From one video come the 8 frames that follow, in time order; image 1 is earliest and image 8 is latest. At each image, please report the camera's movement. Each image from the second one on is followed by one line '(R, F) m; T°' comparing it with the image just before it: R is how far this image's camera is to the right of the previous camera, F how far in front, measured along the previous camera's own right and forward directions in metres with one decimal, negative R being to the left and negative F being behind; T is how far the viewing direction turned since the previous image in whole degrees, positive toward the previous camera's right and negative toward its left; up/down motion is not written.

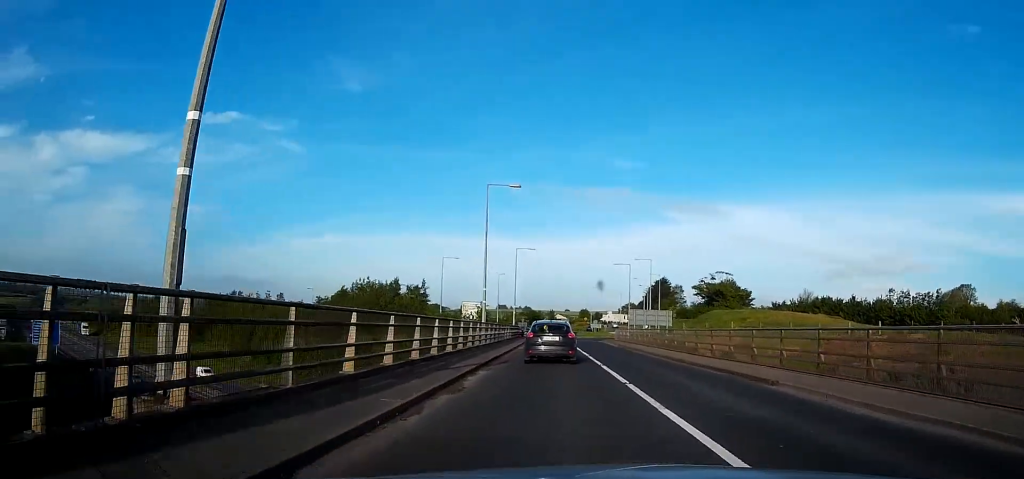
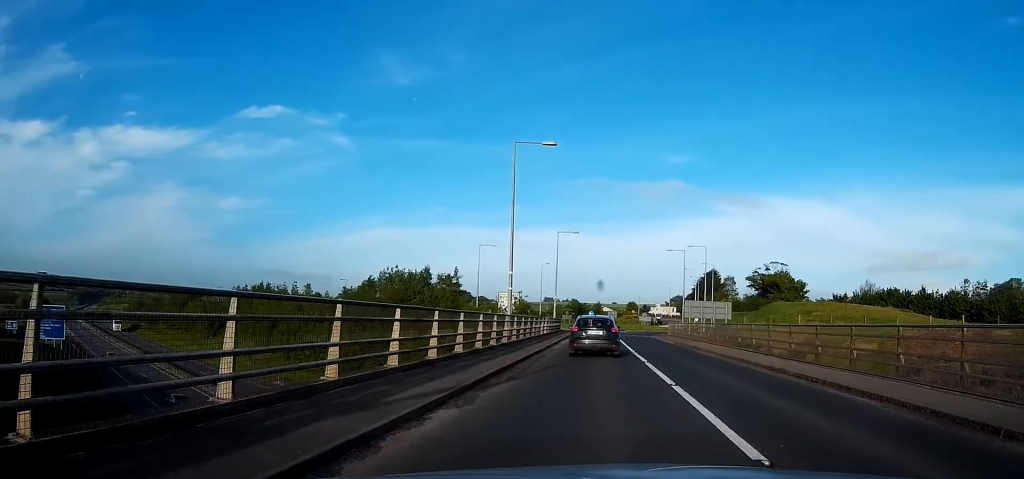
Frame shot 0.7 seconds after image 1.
(-0.5, +10.0) m; -4°
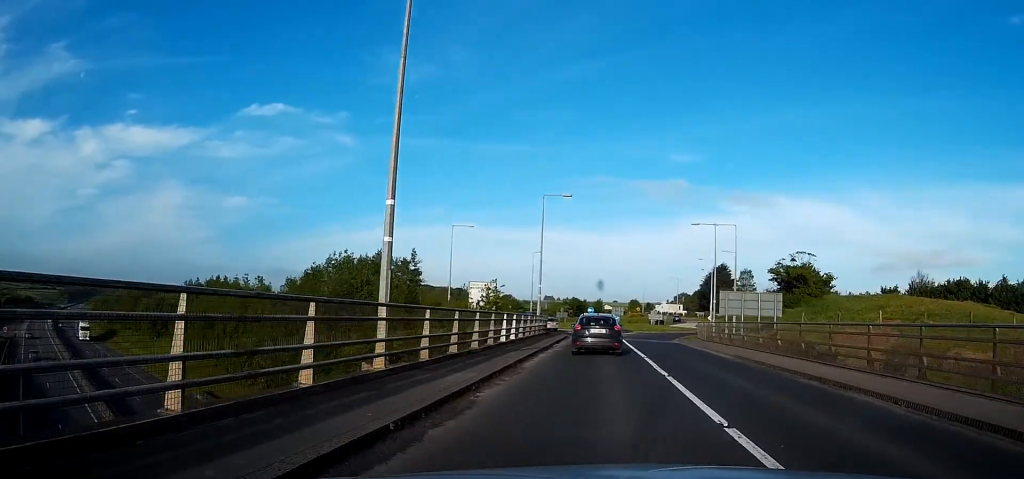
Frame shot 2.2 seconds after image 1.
(-1.0, +19.3) m; -4°
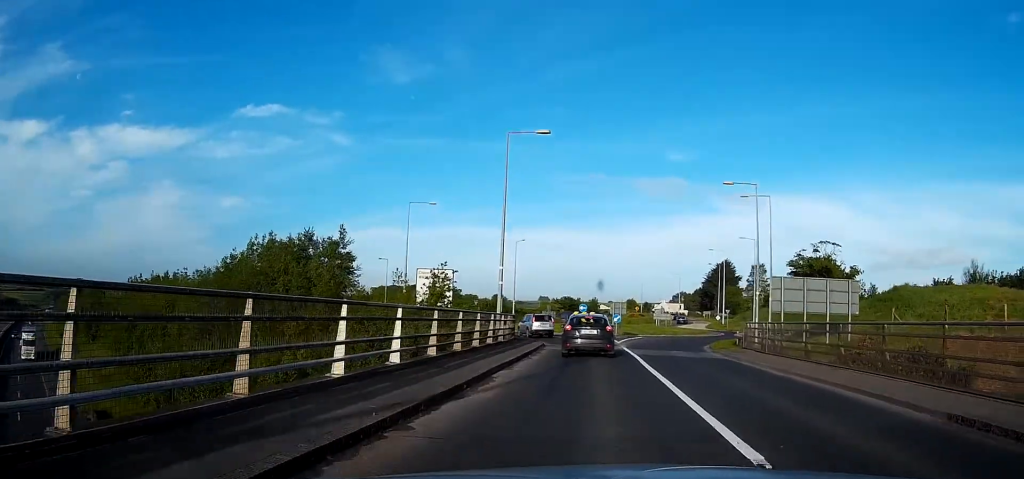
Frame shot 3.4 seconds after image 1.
(0.0, +14.3) m; 0°
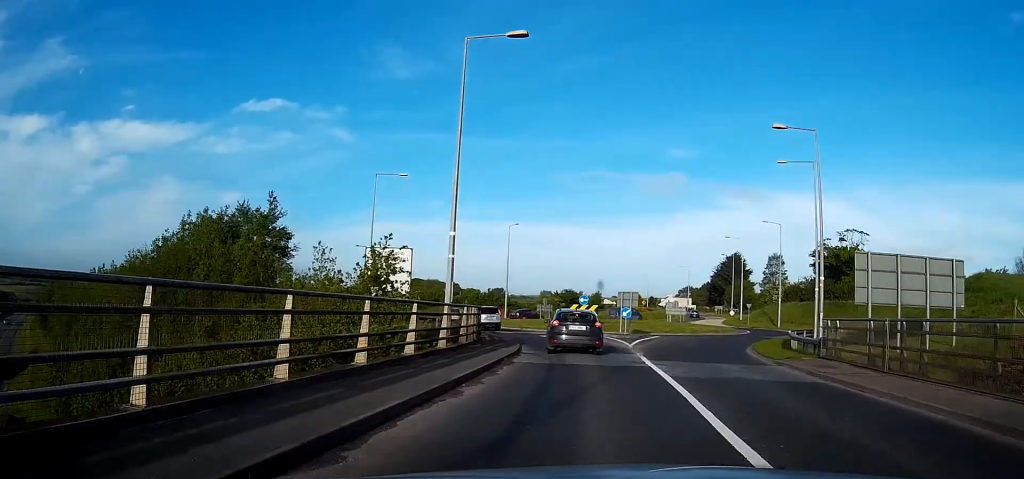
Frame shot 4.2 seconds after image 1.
(-0.1, +9.5) m; -1°
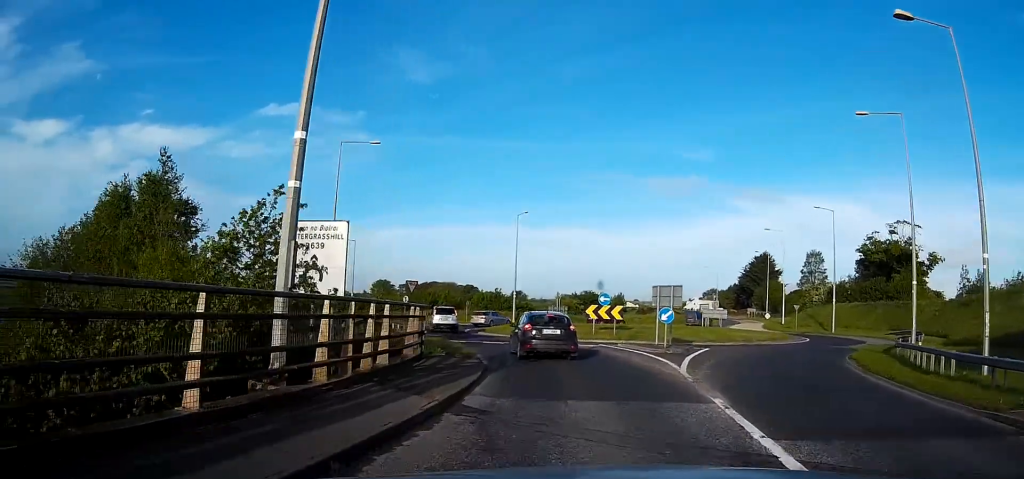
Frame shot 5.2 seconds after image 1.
(-0.1, +11.7) m; -3°
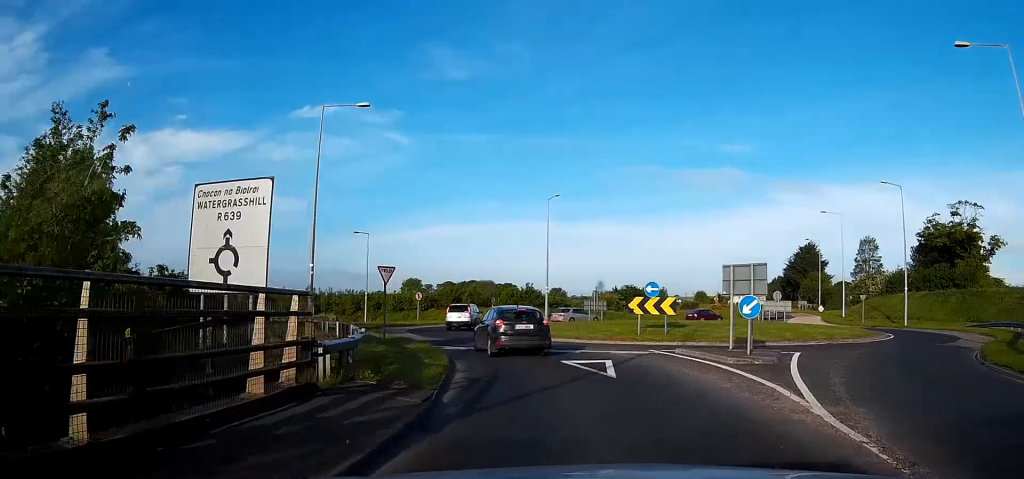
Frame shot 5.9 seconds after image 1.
(-0.2, +9.1) m; -5°
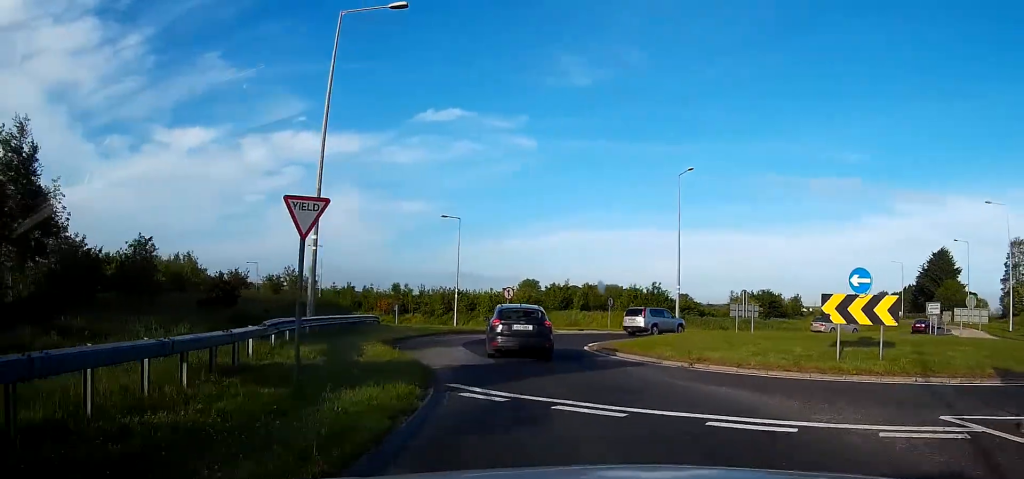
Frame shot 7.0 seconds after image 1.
(-1.4, +13.9) m; -11°
